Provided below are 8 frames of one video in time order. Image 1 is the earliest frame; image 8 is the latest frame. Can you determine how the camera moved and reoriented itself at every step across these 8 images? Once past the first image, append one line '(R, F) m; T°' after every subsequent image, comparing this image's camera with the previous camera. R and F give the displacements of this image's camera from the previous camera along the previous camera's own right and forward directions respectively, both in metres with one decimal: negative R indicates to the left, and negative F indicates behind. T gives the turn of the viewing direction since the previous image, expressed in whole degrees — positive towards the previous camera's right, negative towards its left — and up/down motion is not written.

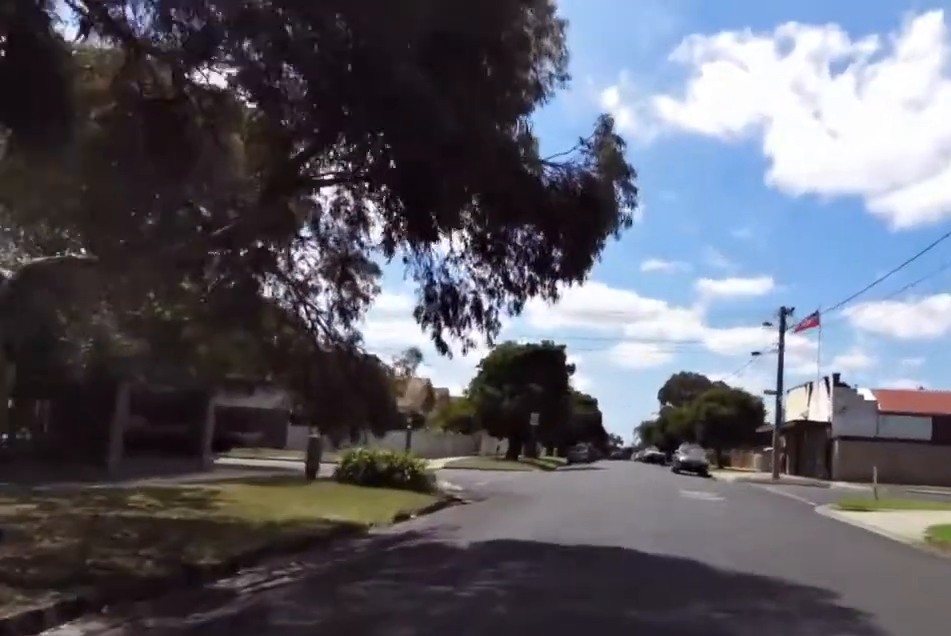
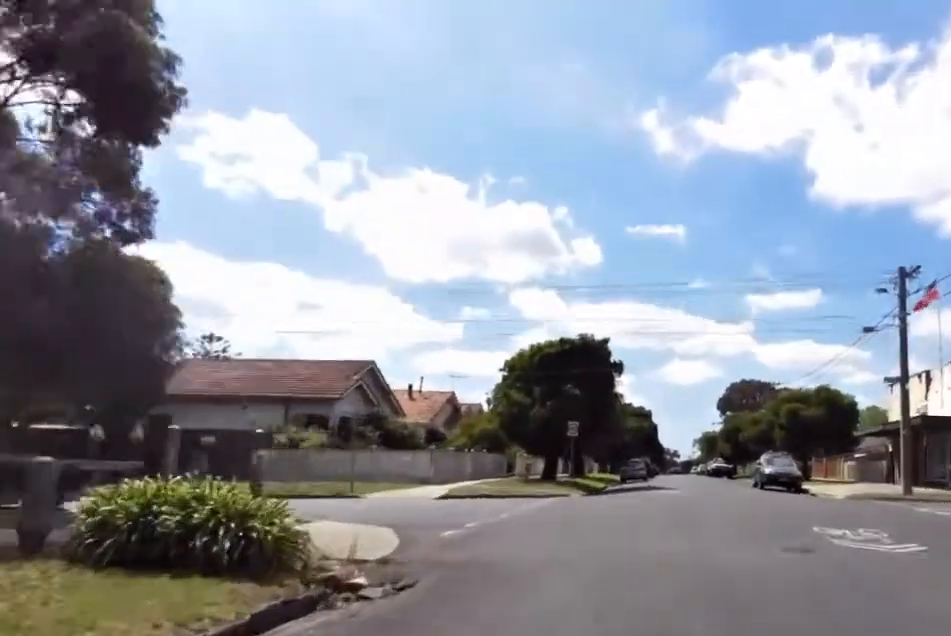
(0.0, +9.6) m; +1°
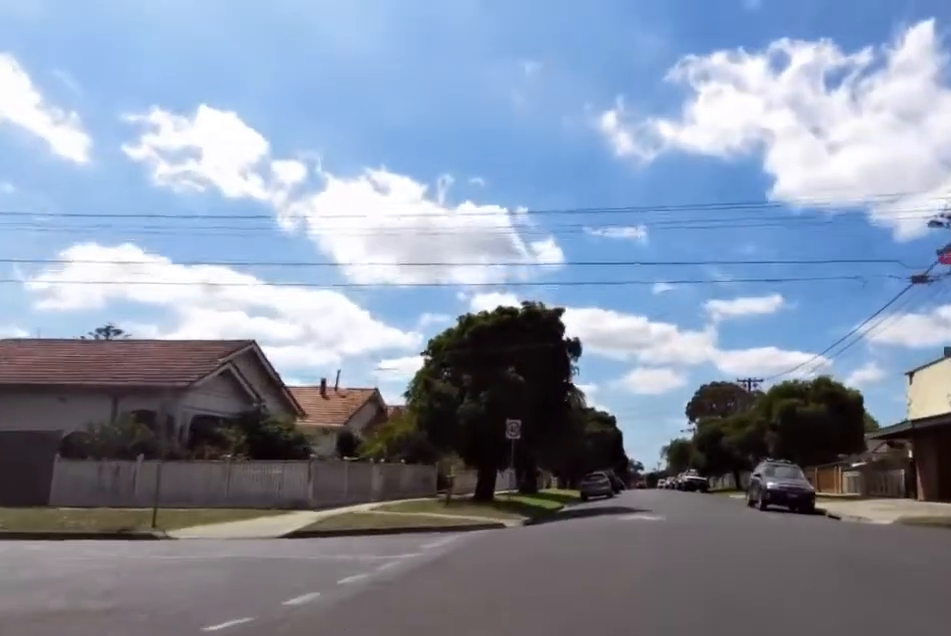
(+0.7, +7.5) m; -1°
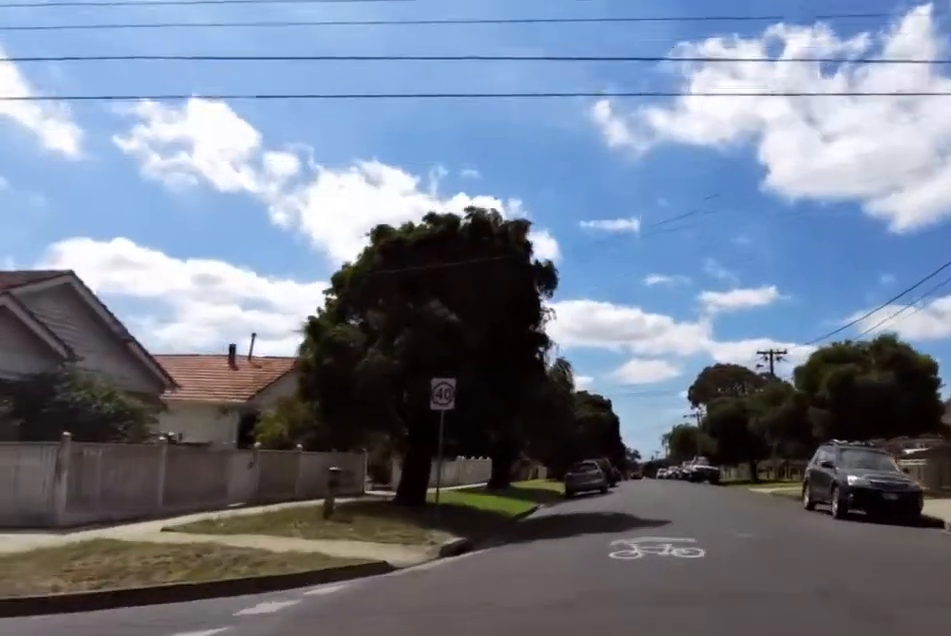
(-1.2, +9.1) m; -8°
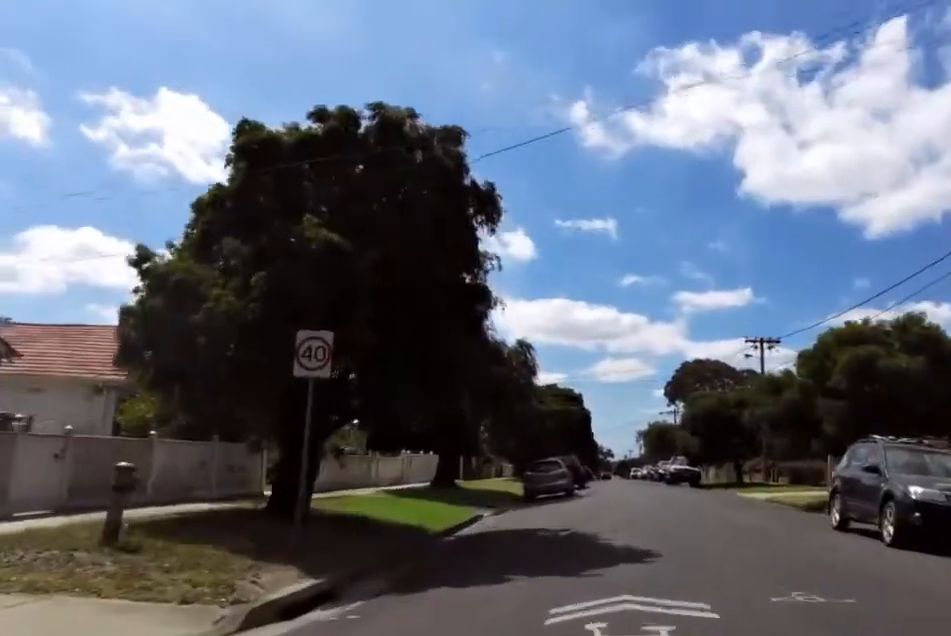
(0.0, +5.0) m; +7°
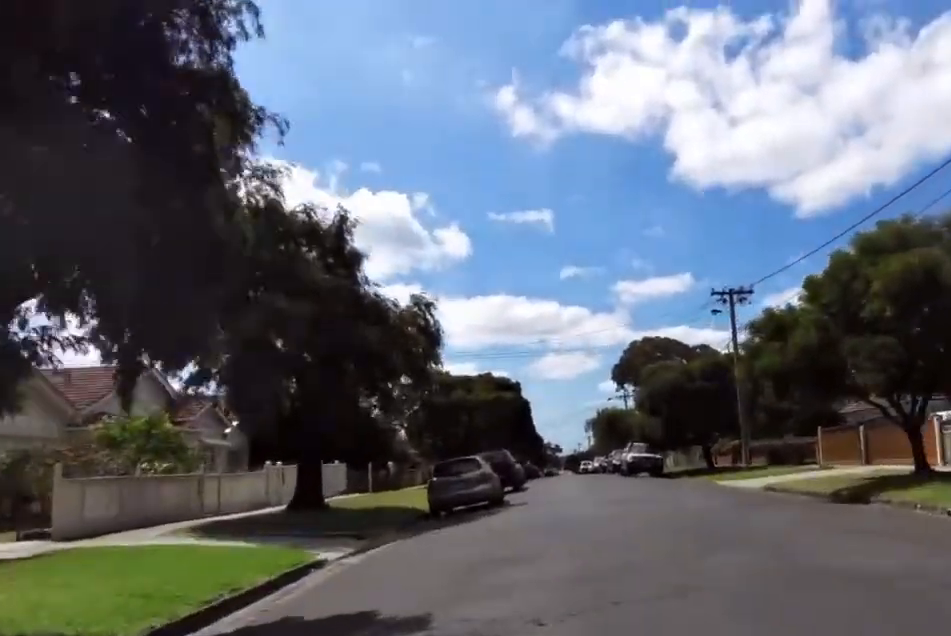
(+1.0, +7.6) m; +8°
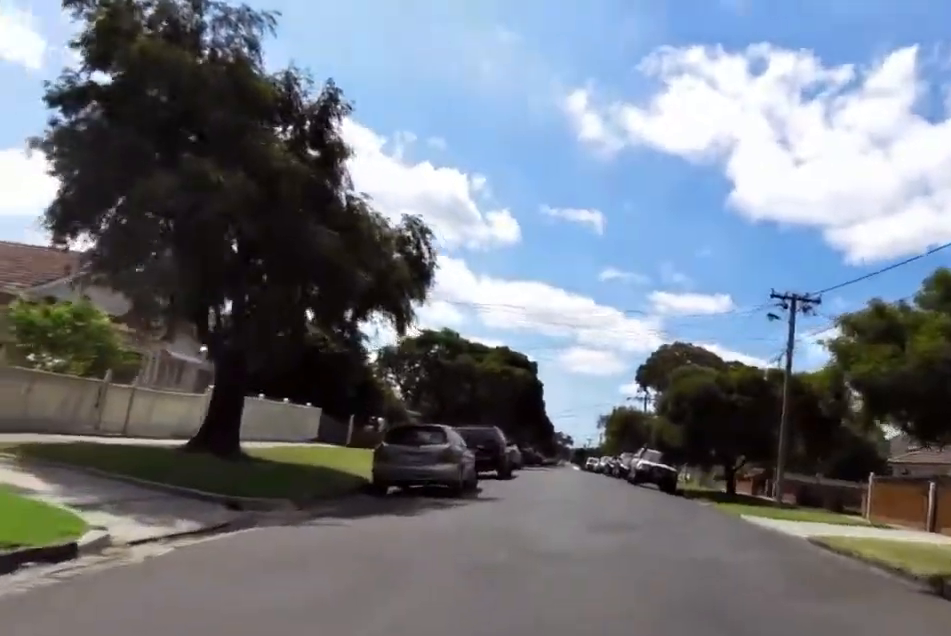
(0.0, +5.2) m; -7°
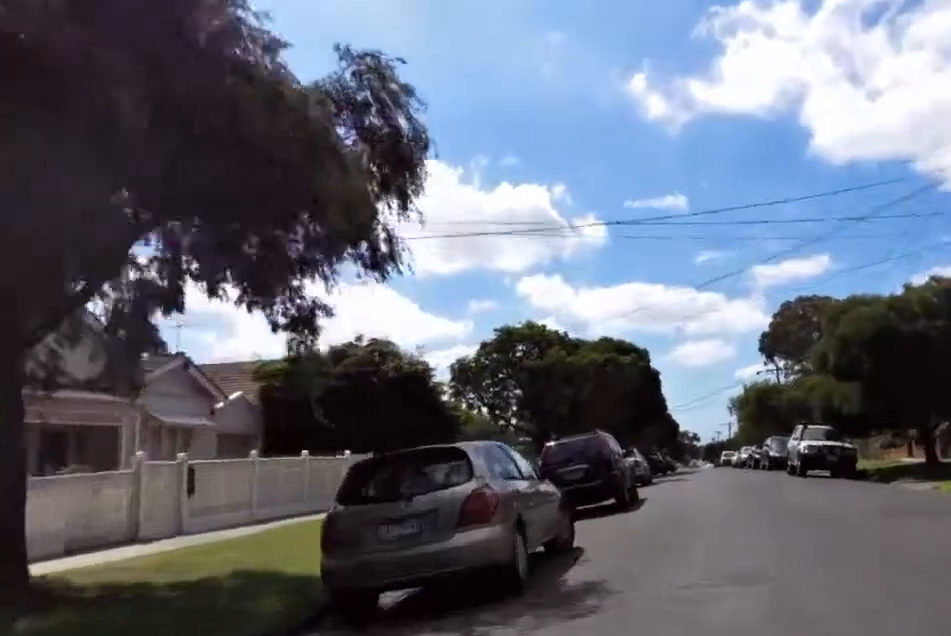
(-1.4, +8.0) m; -10°
